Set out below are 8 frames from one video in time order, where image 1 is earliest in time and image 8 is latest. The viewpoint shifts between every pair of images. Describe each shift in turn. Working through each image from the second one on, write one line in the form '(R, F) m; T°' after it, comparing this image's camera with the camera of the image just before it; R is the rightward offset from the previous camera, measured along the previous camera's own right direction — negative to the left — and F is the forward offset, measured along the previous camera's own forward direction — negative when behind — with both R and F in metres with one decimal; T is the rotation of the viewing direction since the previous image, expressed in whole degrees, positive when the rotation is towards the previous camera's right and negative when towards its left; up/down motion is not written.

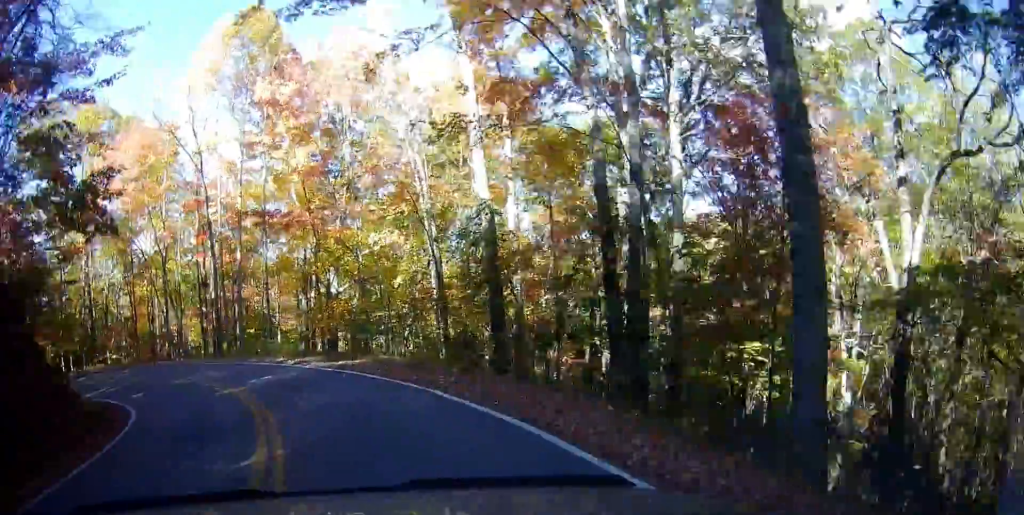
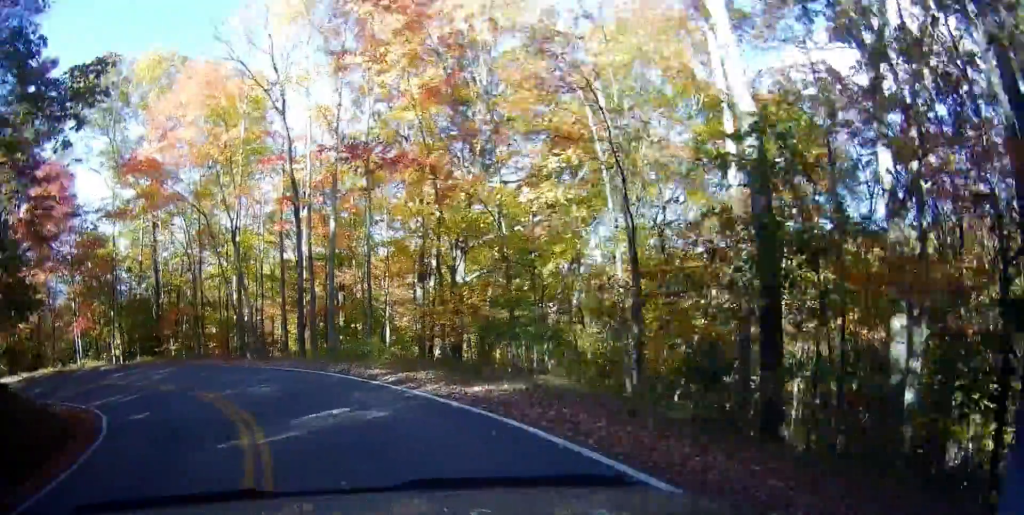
(-0.8, +9.1) m; -7°
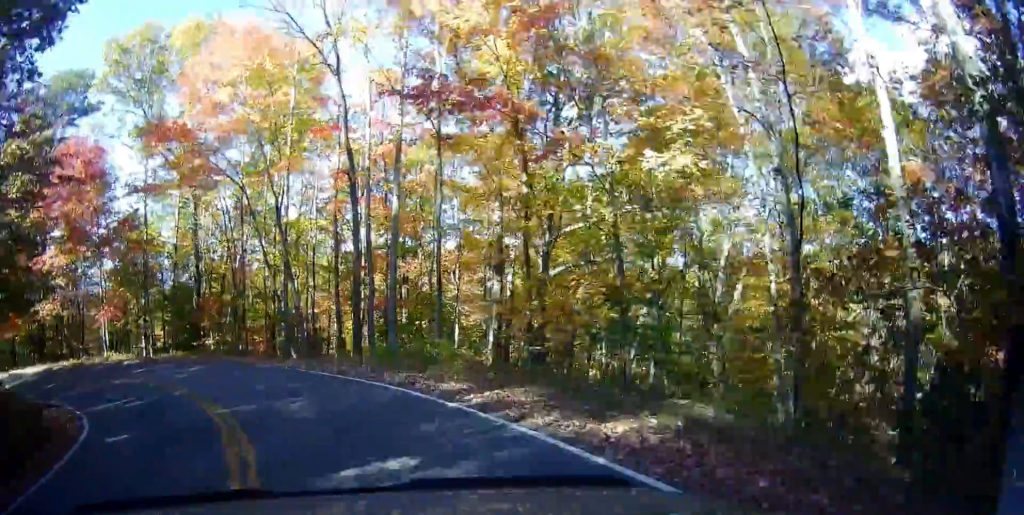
(+0.1, +4.1) m; -2°
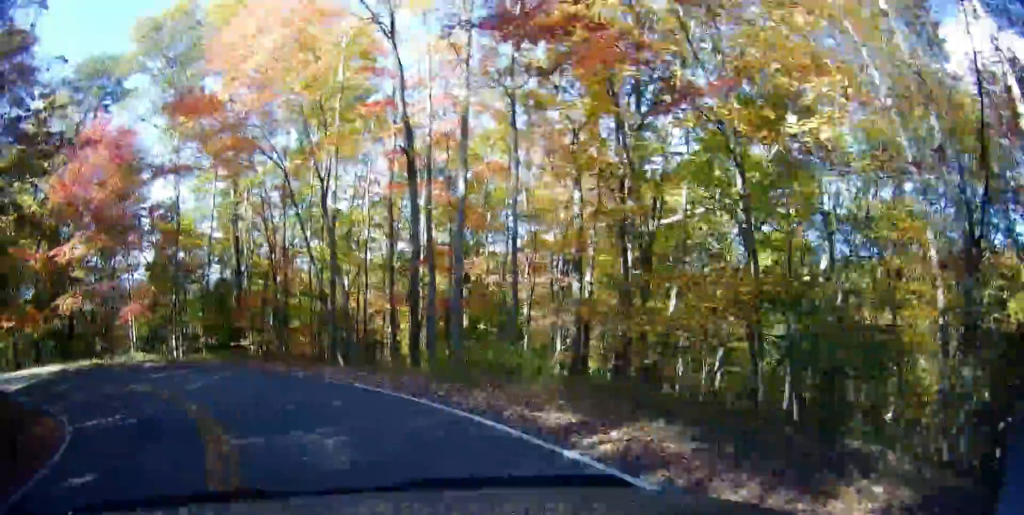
(-0.1, +3.2) m; -4°
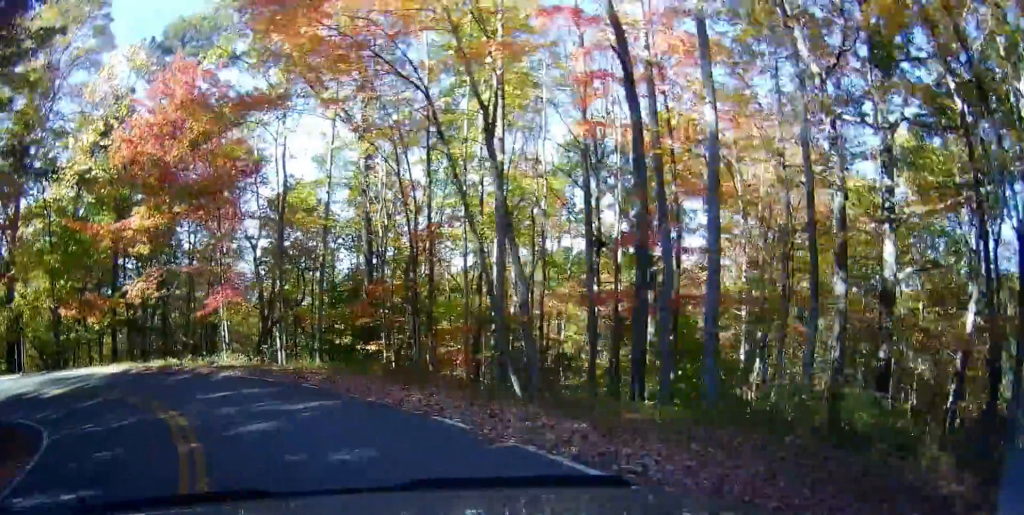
(-0.5, +7.1) m; -11°
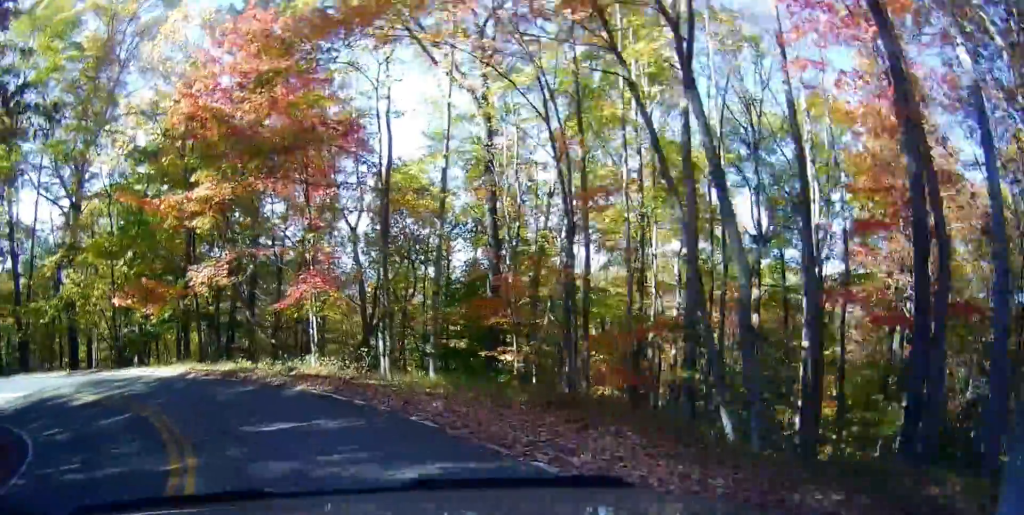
(-0.5, +4.9) m; -7°
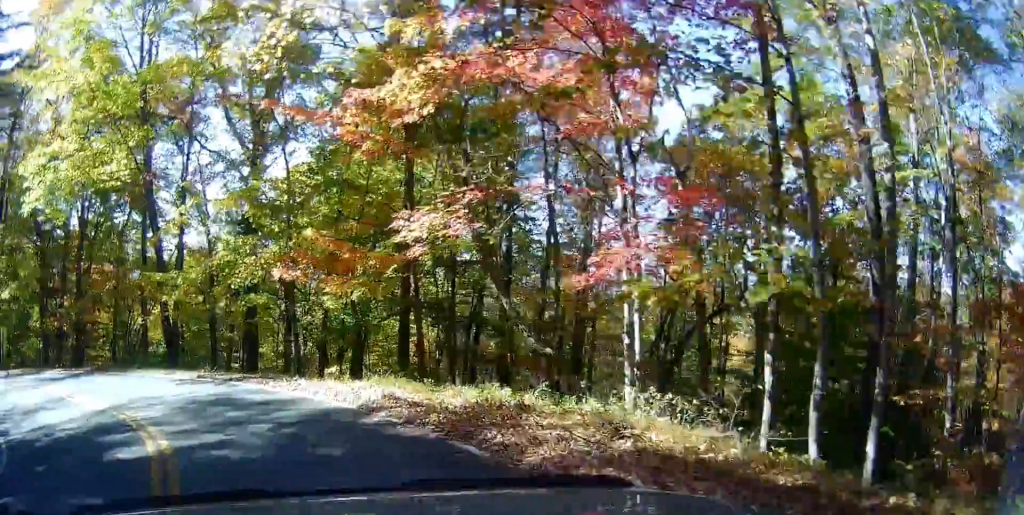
(-1.2, +9.5) m; -27°
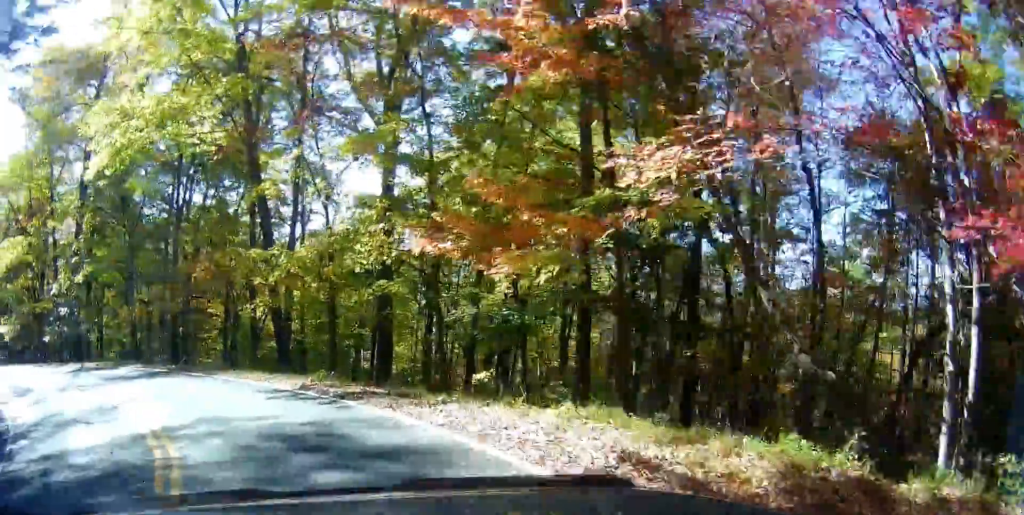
(-1.3, +3.9) m; -19°
